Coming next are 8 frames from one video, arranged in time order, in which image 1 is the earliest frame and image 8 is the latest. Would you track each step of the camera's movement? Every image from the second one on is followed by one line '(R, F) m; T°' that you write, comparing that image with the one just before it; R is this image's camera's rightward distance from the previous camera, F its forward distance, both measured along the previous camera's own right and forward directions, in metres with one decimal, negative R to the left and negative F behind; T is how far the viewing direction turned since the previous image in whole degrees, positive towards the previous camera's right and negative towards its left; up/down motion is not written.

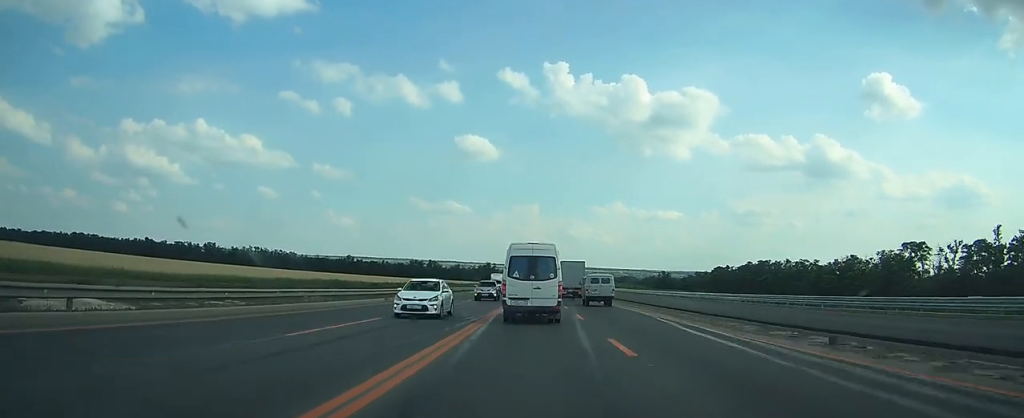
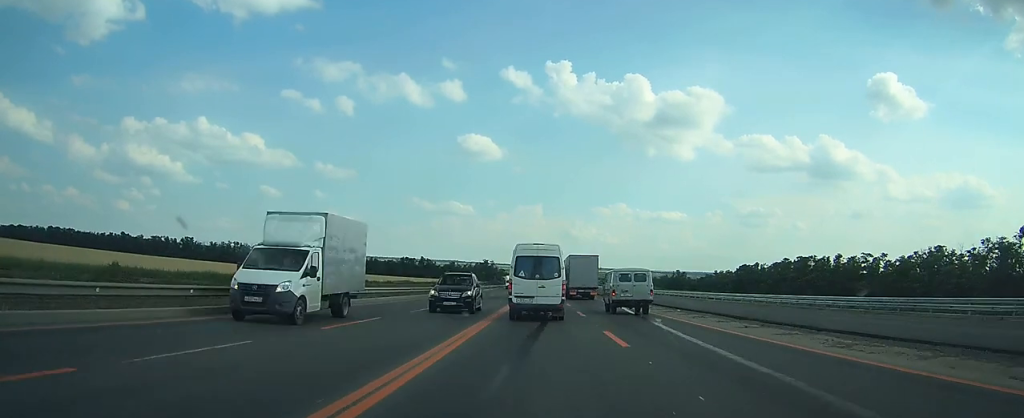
(+0.1, +46.5) m; 0°
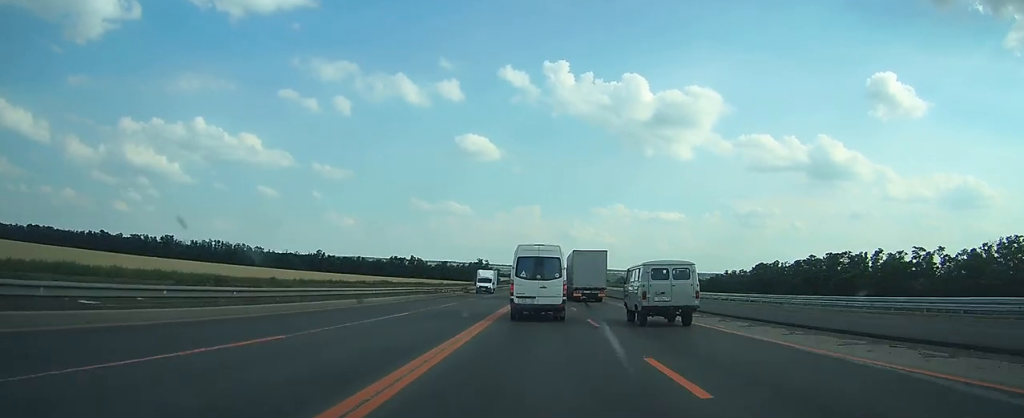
(-0.1, +30.1) m; 0°
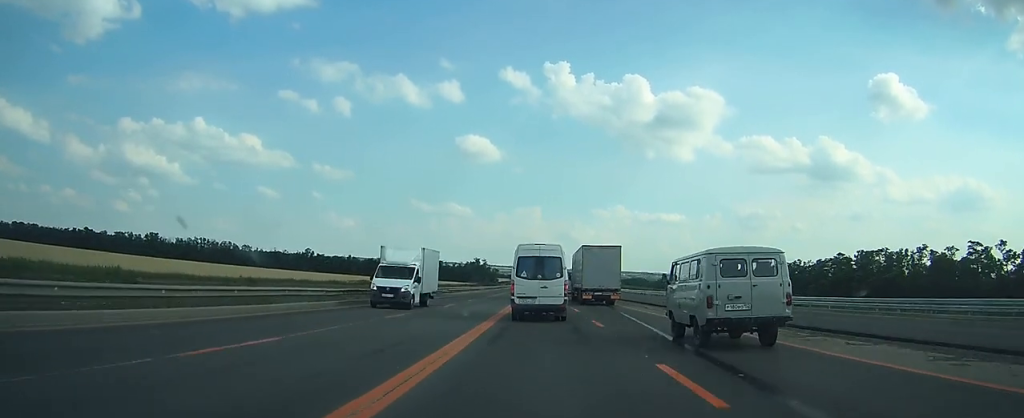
(0.0, +24.3) m; 0°
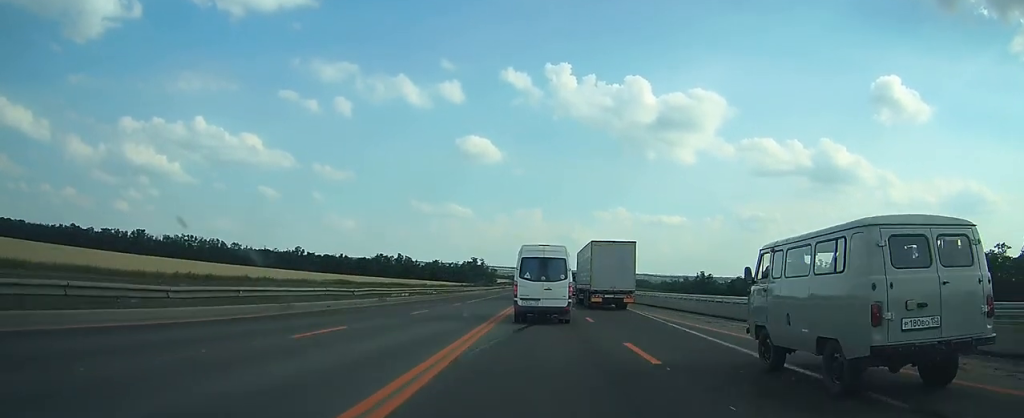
(+0.1, +20.0) m; 0°
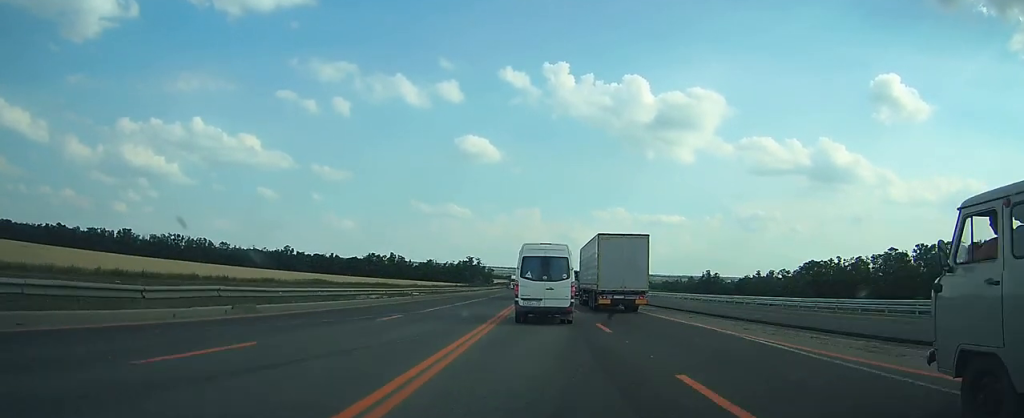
(0.0, +17.0) m; 0°
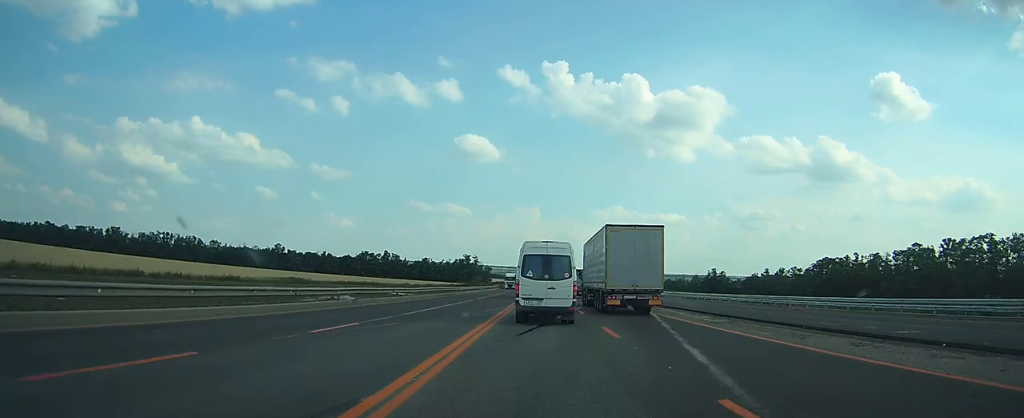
(0.0, +14.0) m; 0°
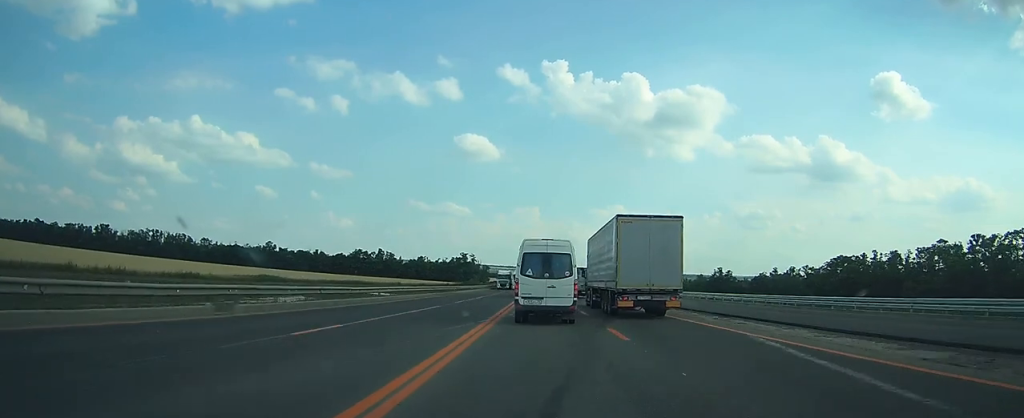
(0.0, +13.3) m; 0°
